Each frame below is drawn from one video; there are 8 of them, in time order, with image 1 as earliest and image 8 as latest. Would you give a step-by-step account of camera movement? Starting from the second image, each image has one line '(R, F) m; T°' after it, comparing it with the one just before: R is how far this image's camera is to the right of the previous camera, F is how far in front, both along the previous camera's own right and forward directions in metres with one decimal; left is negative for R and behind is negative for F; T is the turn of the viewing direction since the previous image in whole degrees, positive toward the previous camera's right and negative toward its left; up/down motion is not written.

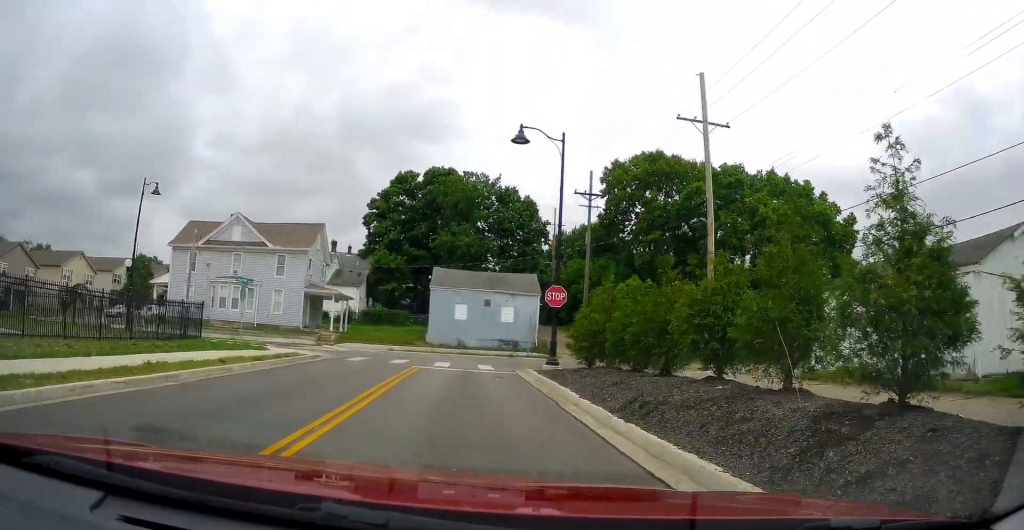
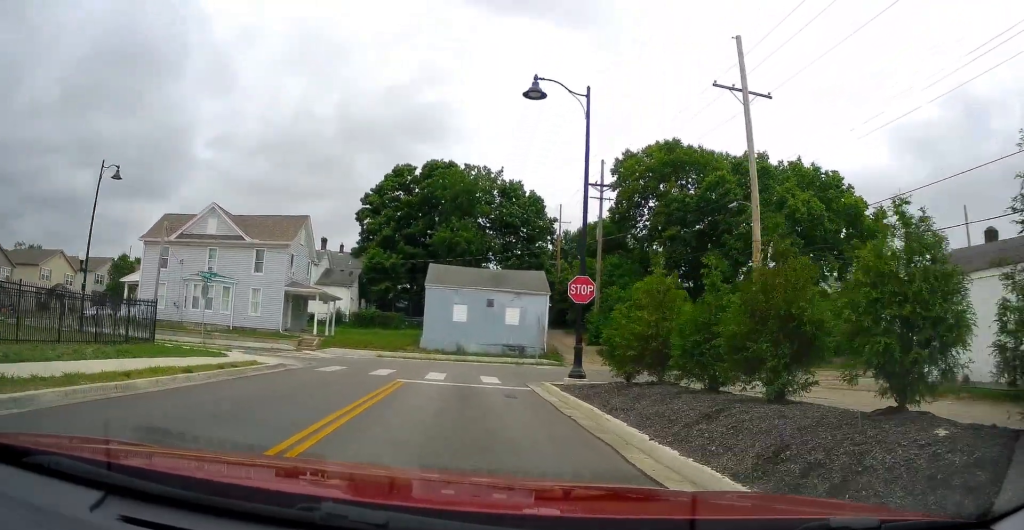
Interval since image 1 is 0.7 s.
(-0.3, +4.7) m; -4°
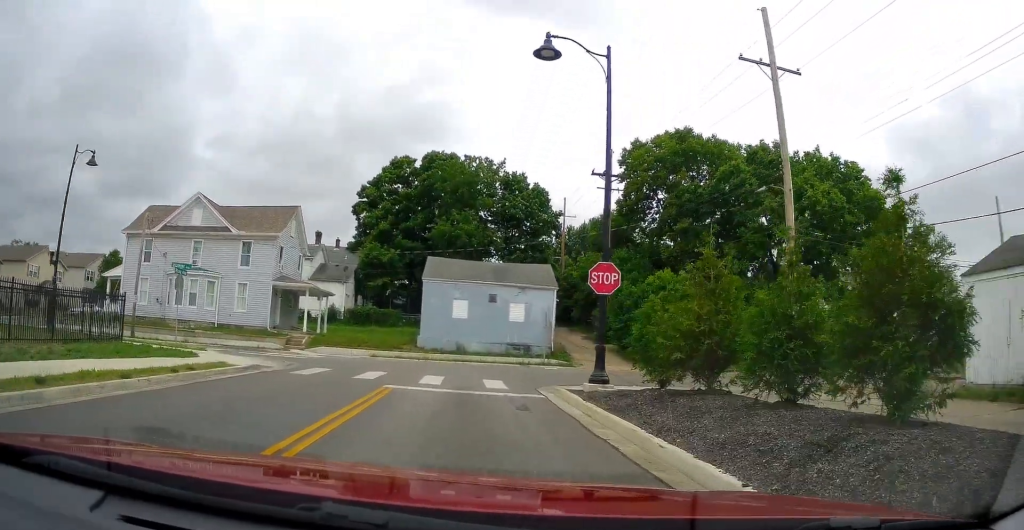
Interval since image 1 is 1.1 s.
(-0.1, +2.8) m; -2°
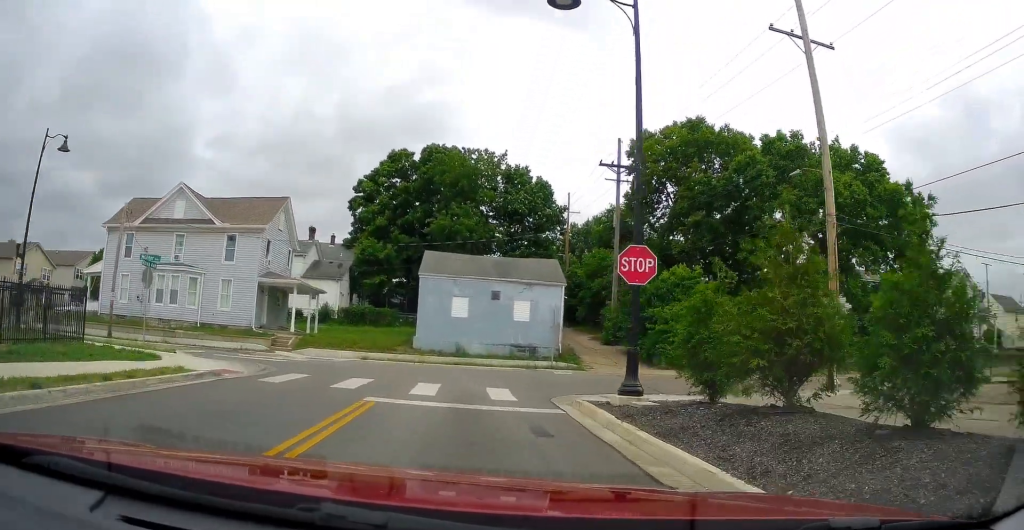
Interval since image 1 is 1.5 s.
(-0.1, +2.5) m; -3°
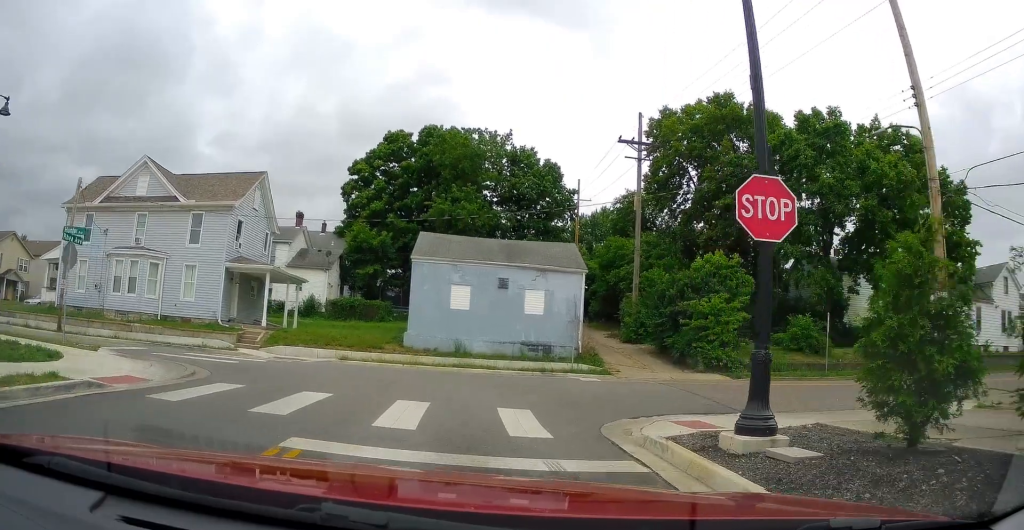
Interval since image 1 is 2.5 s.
(-0.2, +4.8) m; -5°
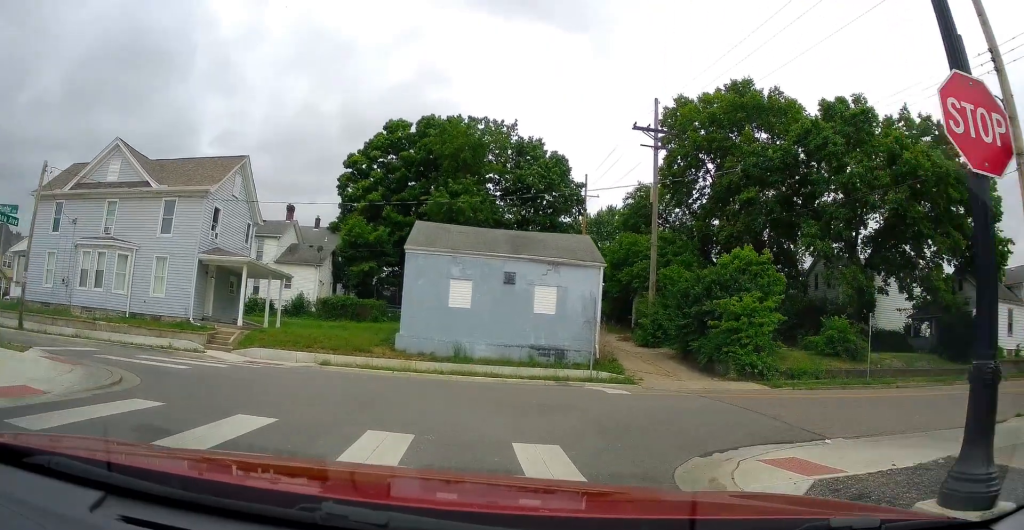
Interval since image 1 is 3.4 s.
(-0.2, +3.3) m; +1°
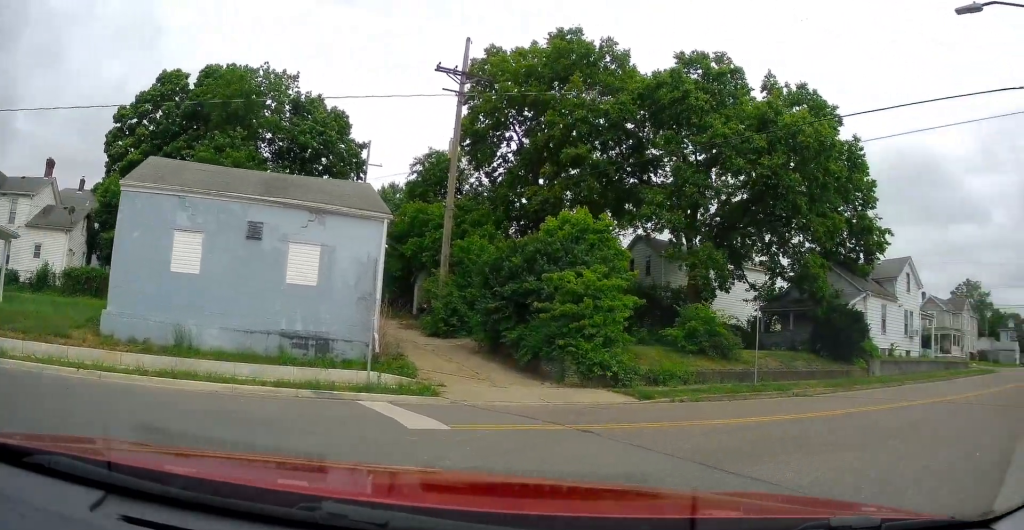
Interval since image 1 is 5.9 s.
(+2.6, +5.7) m; +64°
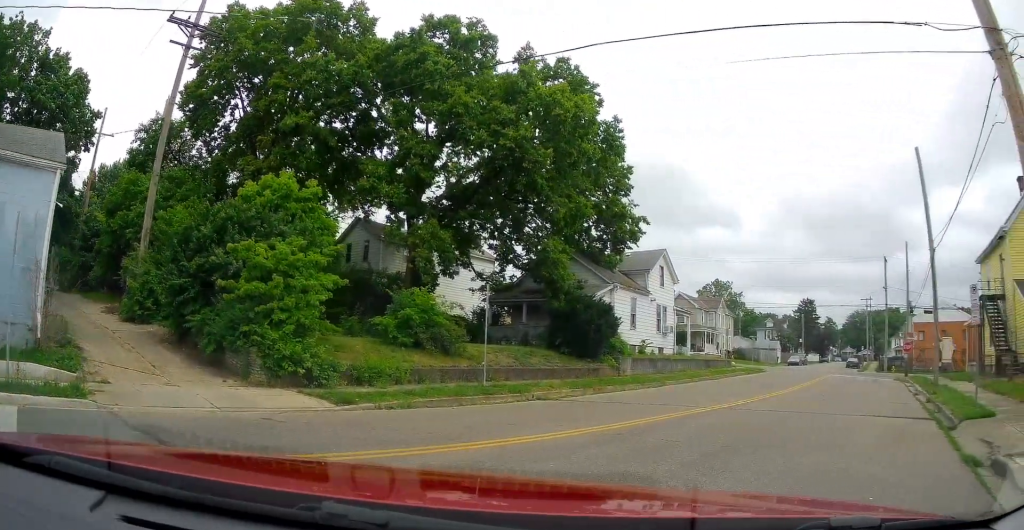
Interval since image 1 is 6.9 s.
(+0.6, +2.4) m; +15°
